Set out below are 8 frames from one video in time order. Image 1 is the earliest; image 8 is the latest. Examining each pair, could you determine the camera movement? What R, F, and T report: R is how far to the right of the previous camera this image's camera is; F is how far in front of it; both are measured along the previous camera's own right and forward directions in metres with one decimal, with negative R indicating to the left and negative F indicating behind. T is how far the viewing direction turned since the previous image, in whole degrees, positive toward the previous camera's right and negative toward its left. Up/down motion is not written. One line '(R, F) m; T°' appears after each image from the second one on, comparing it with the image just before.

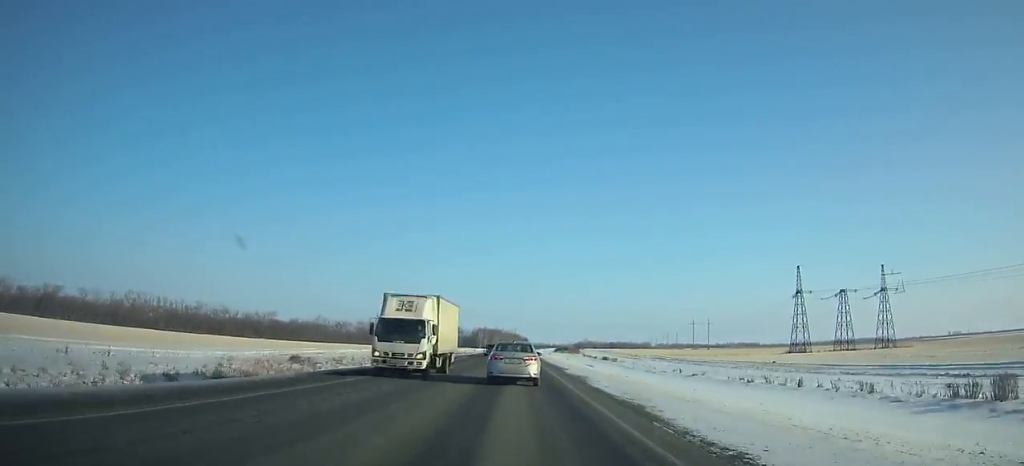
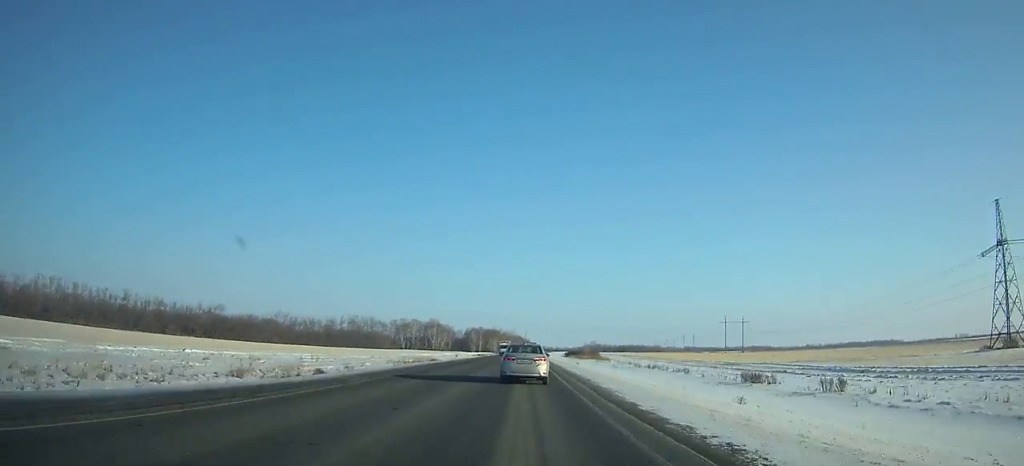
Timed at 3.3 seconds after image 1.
(0.0, +80.5) m; 0°
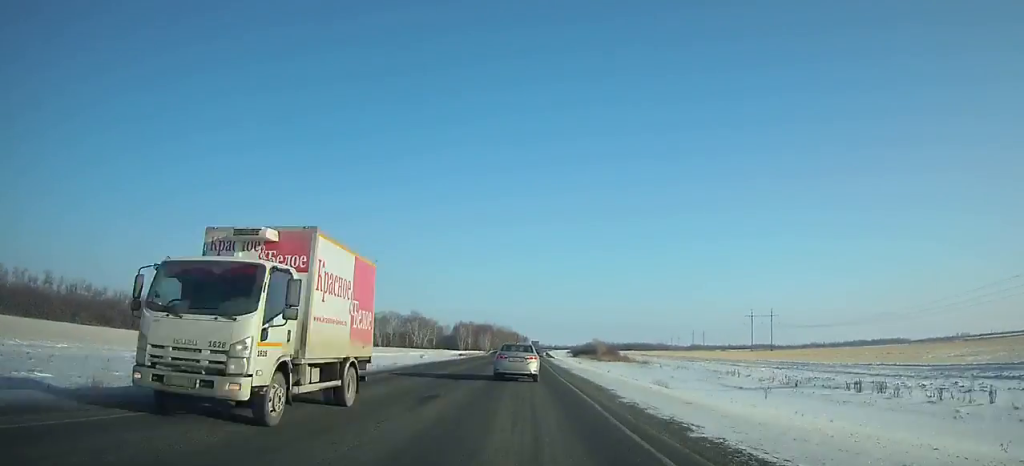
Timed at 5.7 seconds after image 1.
(+0.1, +58.4) m; 0°
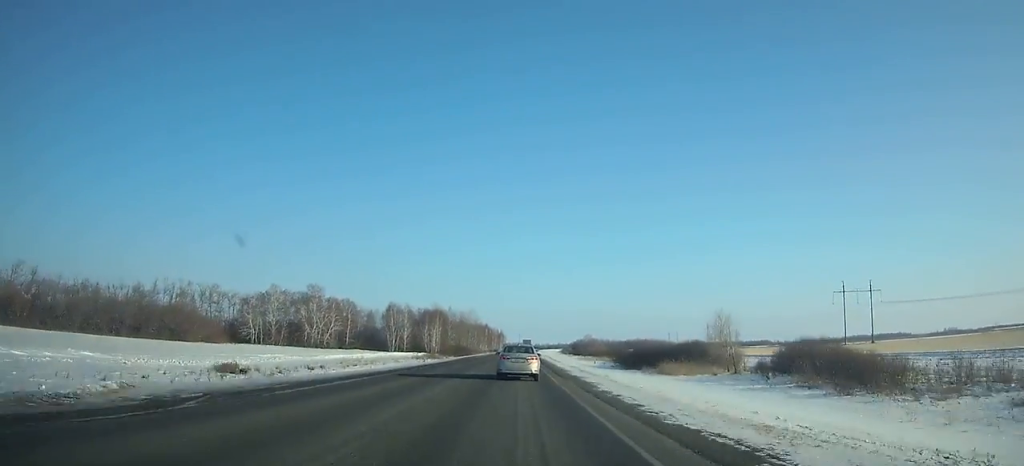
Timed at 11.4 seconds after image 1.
(+2.3, +140.3) m; +2°
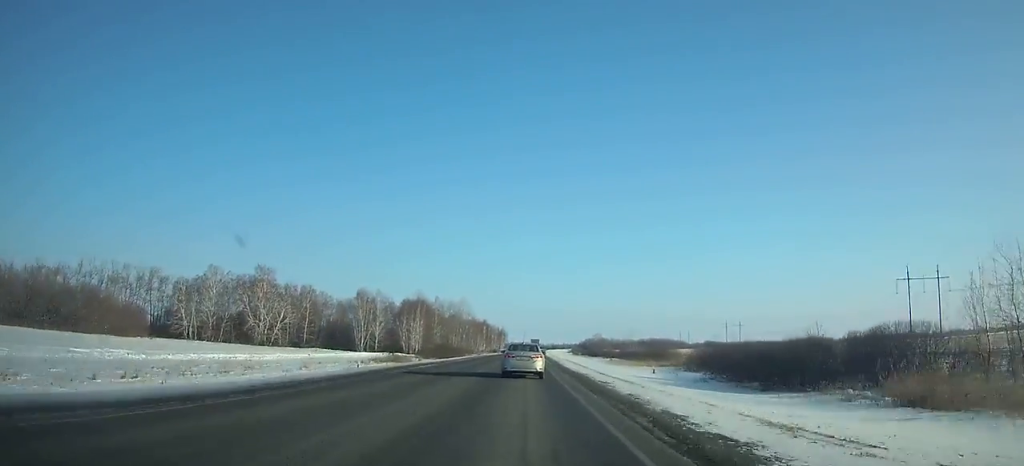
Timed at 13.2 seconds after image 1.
(+0.2, +45.0) m; +1°
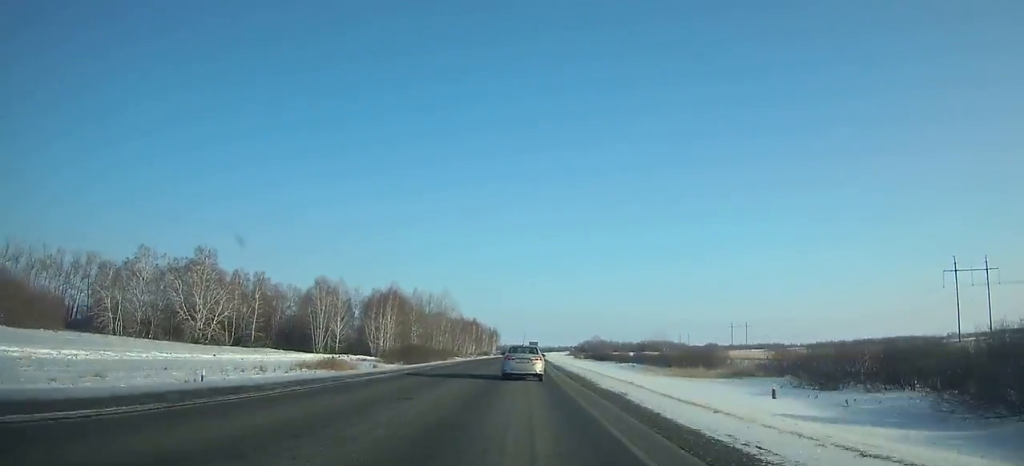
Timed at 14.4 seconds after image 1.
(-0.1, +30.0) m; 0°
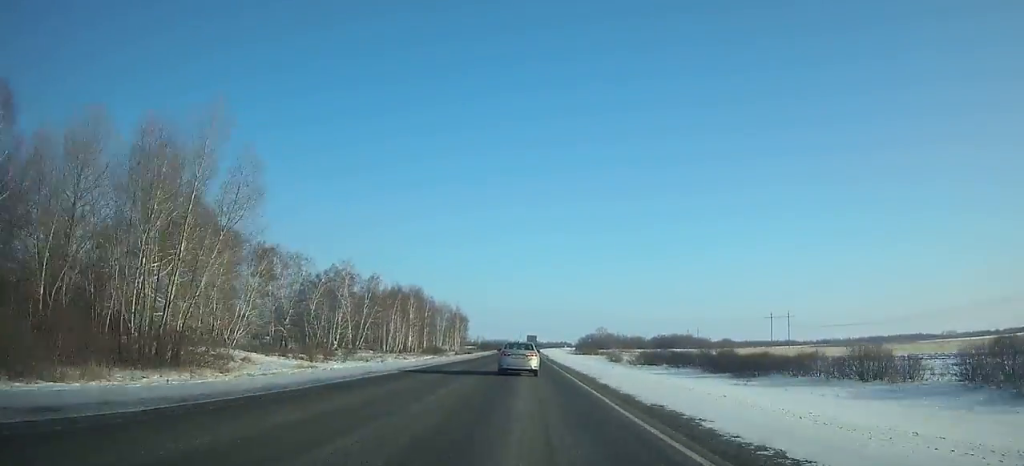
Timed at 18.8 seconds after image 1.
(+1.6, +110.5) m; +1°
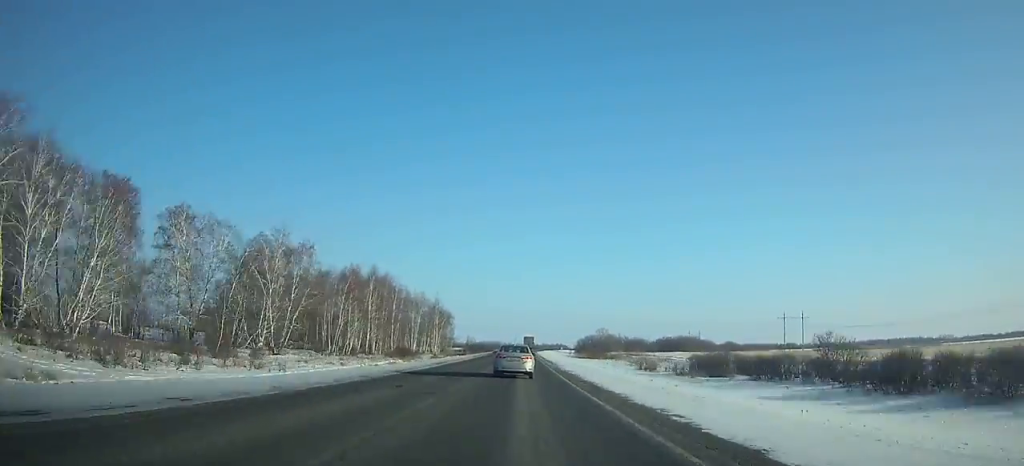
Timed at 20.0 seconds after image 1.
(+0.1, +30.1) m; 0°
